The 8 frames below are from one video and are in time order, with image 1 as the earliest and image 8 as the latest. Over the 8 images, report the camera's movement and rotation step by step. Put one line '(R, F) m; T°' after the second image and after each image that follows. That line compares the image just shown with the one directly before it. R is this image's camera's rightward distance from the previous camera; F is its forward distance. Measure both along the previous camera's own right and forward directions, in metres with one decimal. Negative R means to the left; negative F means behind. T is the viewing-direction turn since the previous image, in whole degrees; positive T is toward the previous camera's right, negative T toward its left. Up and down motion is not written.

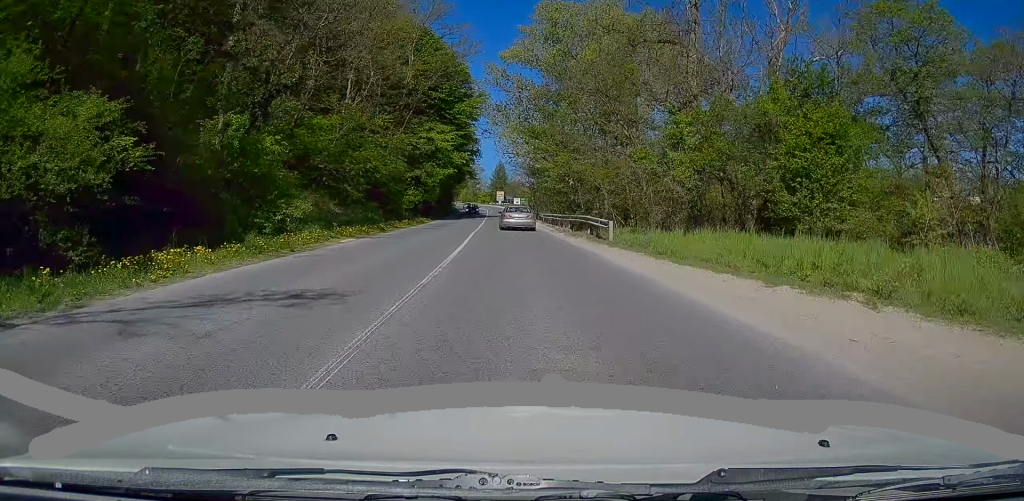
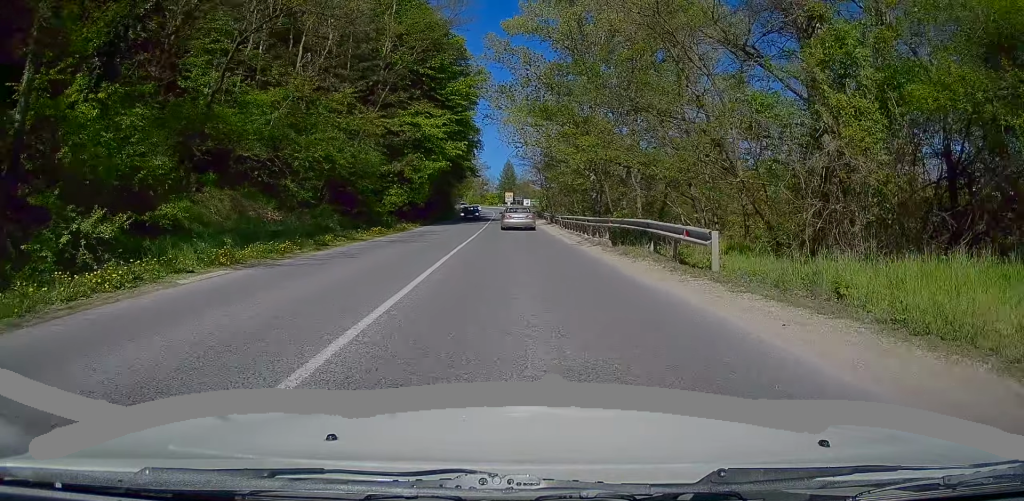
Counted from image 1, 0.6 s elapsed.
(-0.2, +10.7) m; 0°
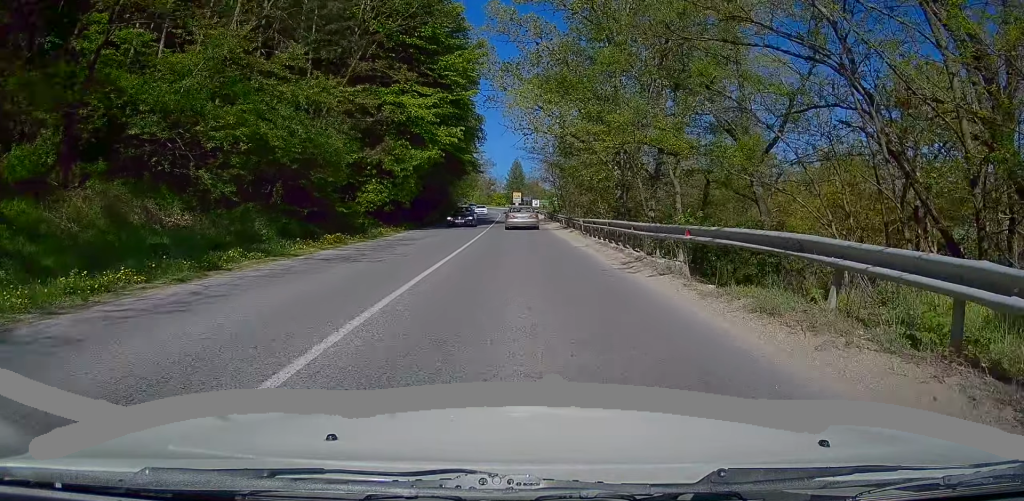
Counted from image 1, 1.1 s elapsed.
(+0.1, +8.3) m; -1°
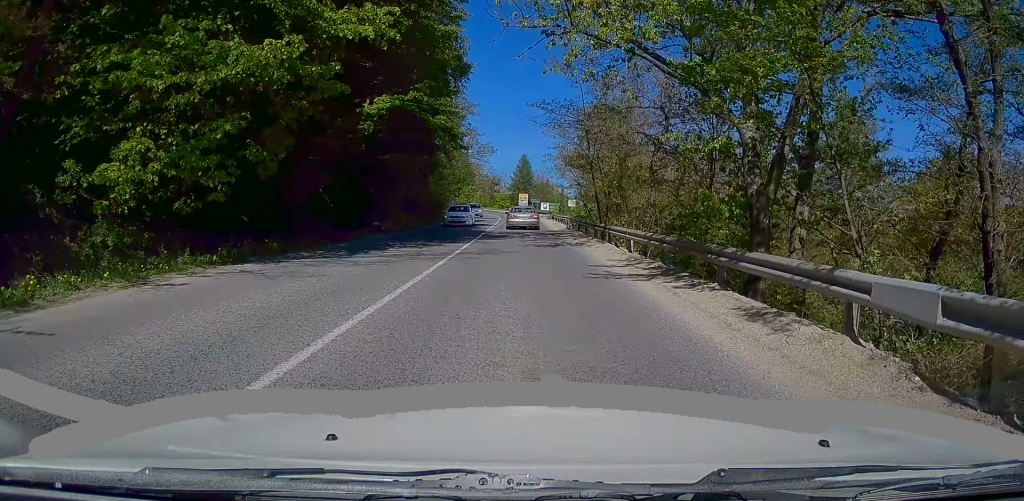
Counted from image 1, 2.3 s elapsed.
(-0.5, +22.6) m; -1°
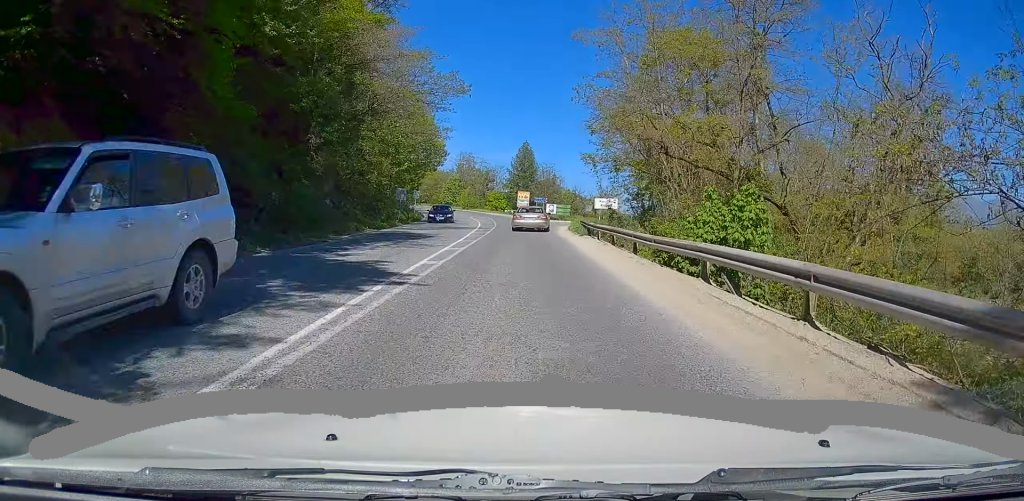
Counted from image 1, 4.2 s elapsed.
(+0.3, +33.3) m; -1°
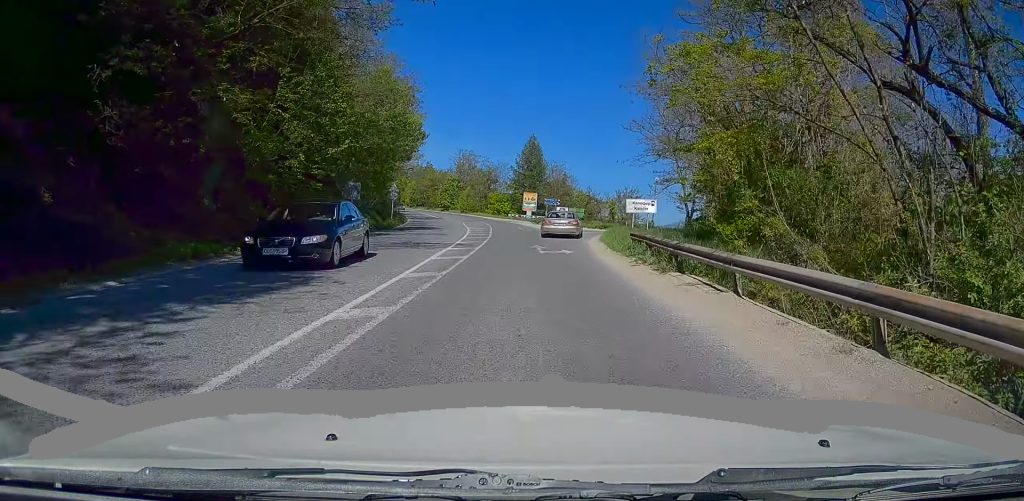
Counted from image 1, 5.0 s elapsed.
(-0.2, +14.8) m; -1°
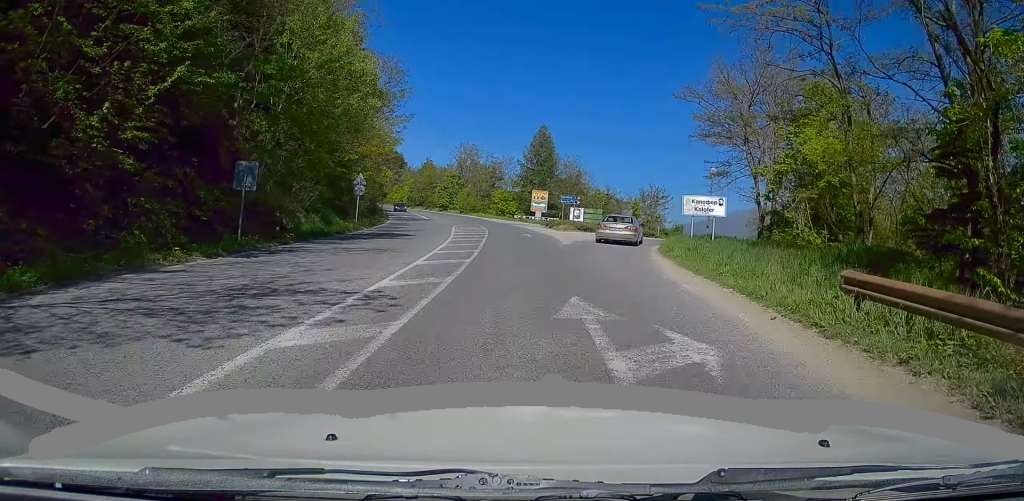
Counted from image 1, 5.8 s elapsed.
(+0.1, +13.6) m; 0°
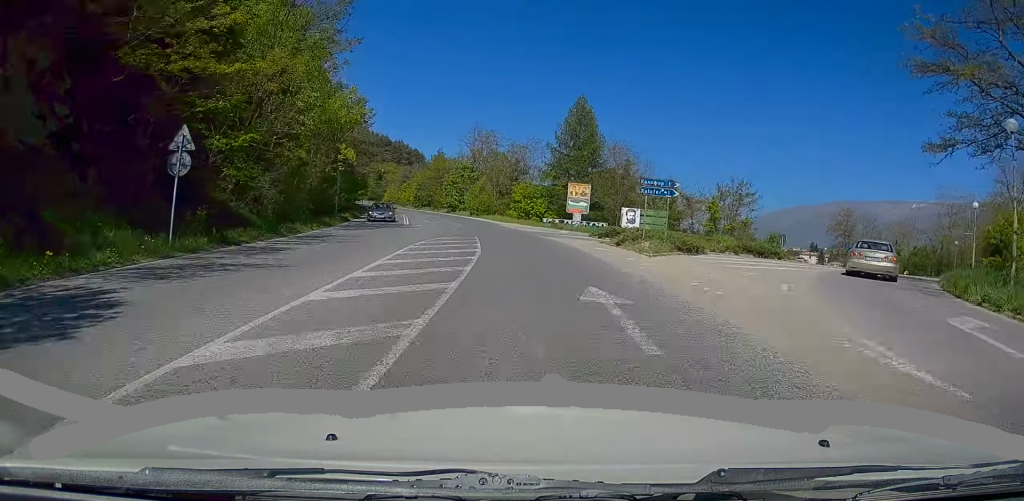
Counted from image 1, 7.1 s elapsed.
(-0.4, +23.6) m; -2°
